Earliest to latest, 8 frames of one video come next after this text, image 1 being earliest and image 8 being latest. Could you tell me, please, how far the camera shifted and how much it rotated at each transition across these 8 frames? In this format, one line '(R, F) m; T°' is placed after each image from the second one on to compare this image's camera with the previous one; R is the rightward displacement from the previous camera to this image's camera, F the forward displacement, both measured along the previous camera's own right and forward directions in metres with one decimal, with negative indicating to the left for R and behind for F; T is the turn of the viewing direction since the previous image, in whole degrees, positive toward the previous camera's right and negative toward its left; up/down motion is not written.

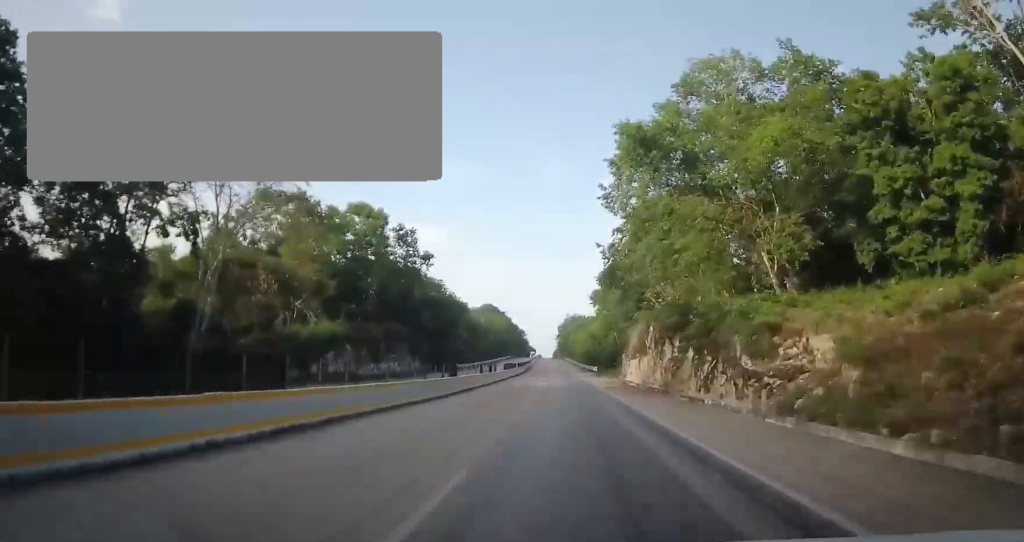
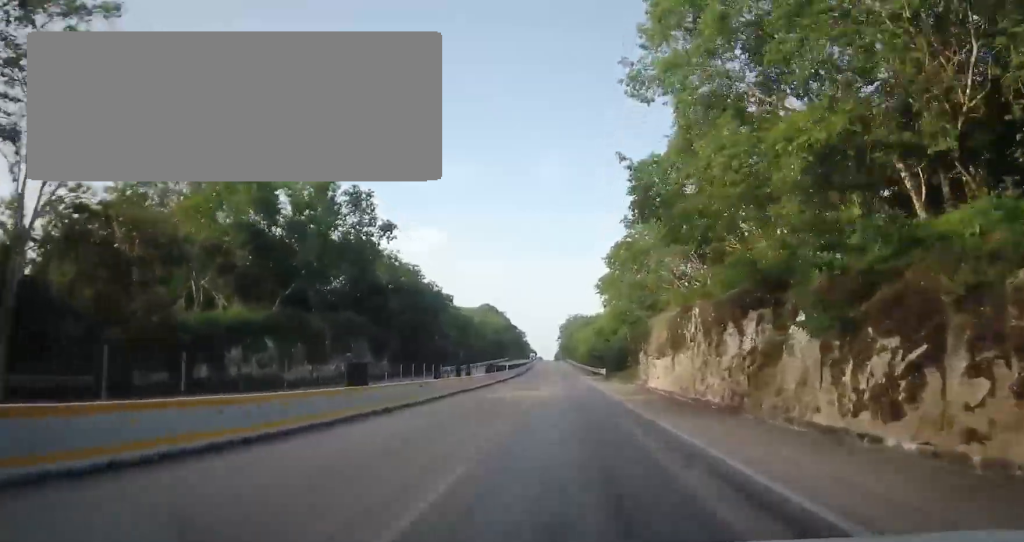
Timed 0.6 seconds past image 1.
(+0.1, +15.6) m; 0°
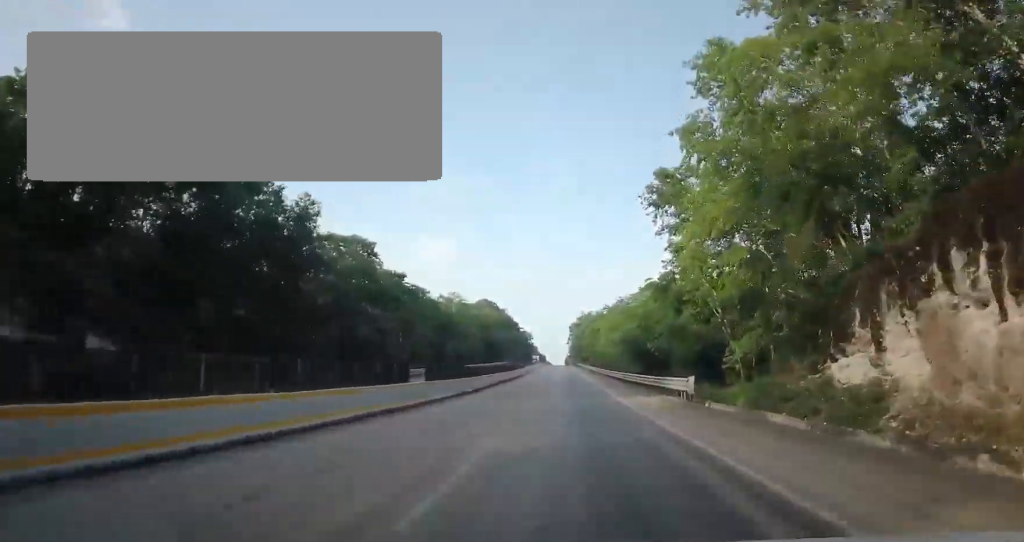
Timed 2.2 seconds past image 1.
(-0.5, +44.6) m; -2°
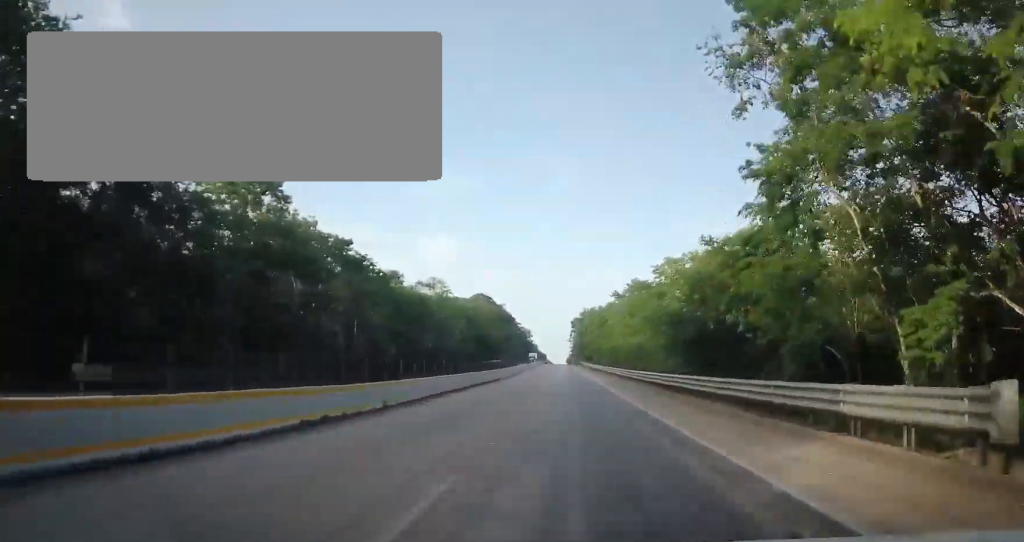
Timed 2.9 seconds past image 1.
(-0.1, +19.0) m; 0°
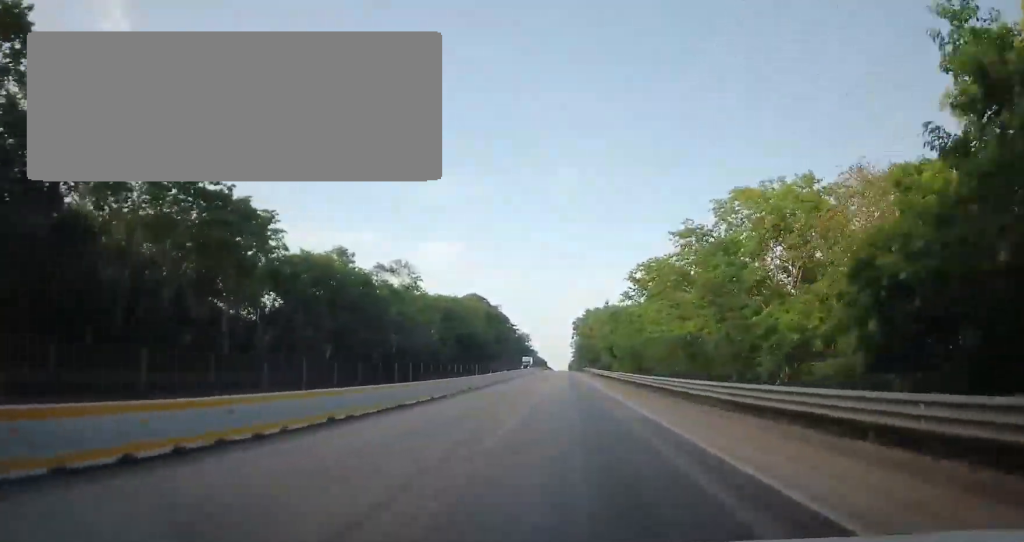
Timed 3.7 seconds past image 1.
(0.0, +22.3) m; 0°
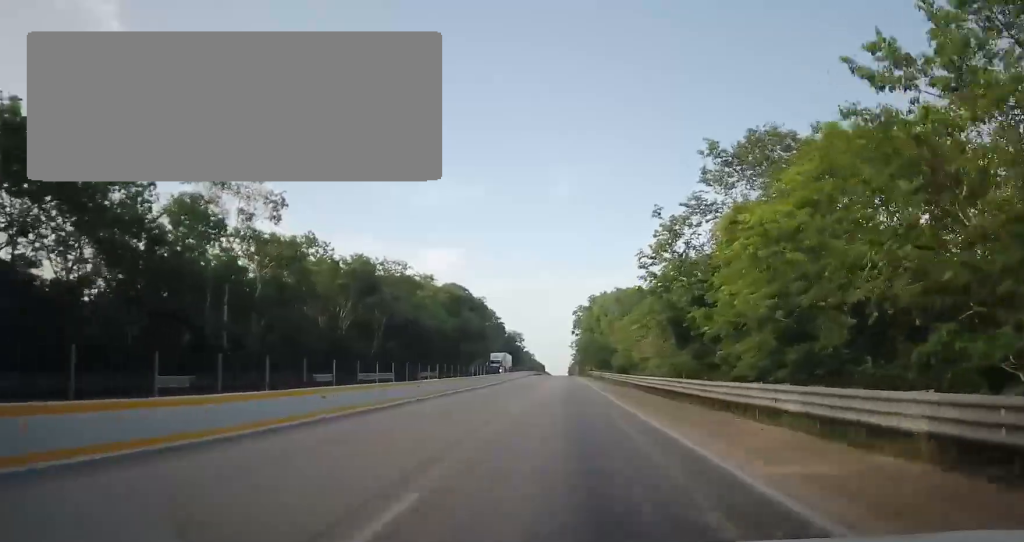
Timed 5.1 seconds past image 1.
(+0.2, +40.8) m; +1°
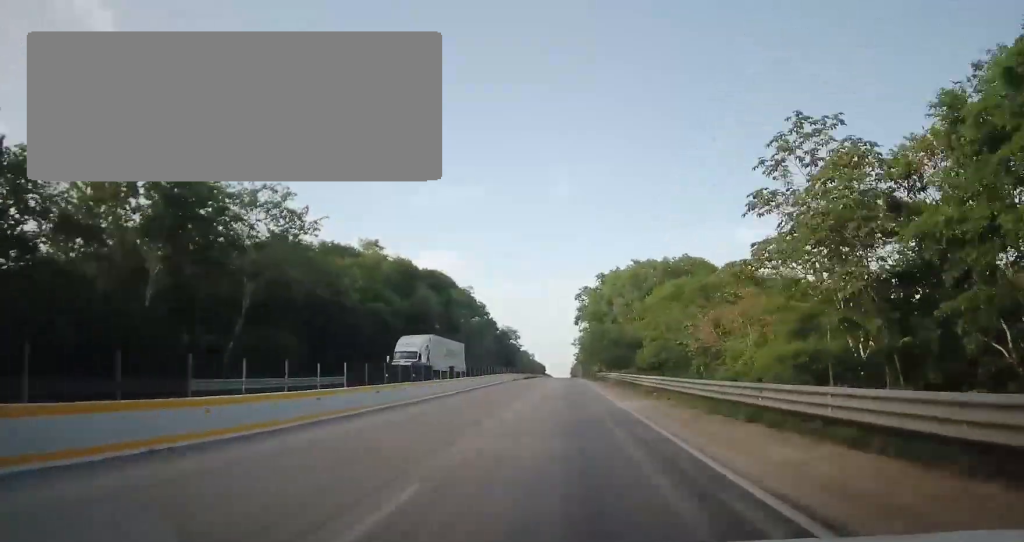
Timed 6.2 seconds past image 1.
(+0.1, +30.5) m; 0°
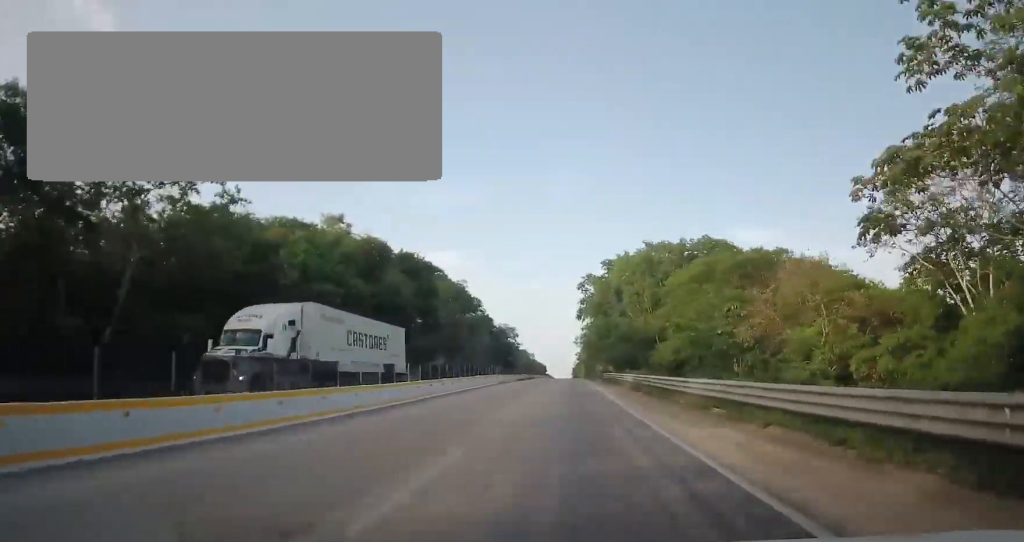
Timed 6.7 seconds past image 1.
(-0.1, +12.3) m; 0°
